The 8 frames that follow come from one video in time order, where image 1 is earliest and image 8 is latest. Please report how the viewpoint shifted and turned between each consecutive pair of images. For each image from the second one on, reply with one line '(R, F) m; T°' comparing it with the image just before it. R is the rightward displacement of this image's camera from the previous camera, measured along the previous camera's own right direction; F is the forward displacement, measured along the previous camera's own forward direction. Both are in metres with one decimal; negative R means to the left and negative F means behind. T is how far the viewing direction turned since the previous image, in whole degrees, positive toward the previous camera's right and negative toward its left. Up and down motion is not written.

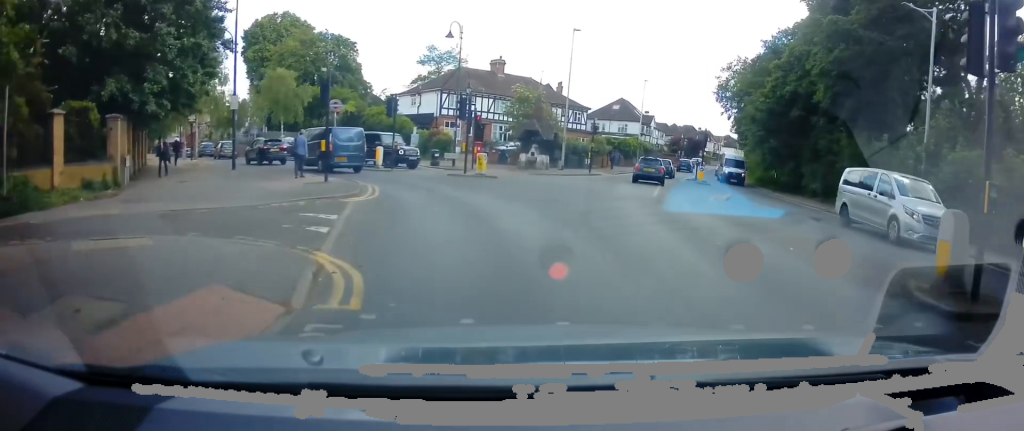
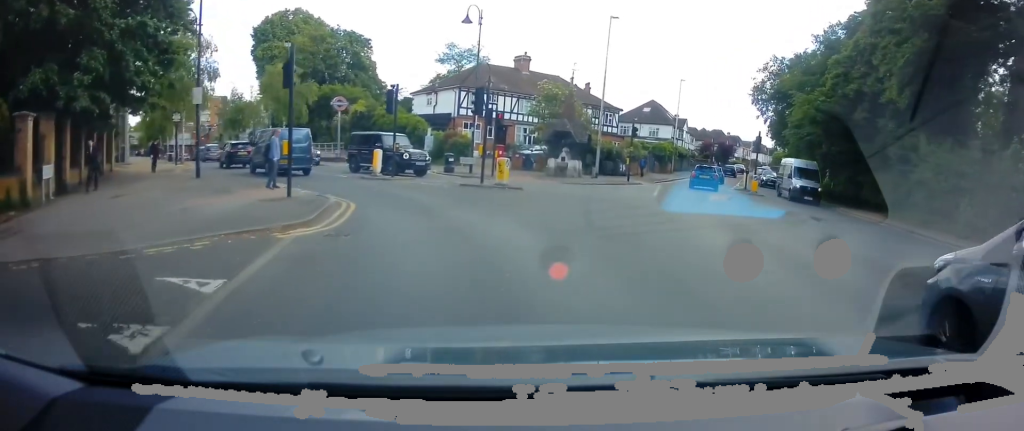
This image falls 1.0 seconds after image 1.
(0.0, +5.4) m; -2°
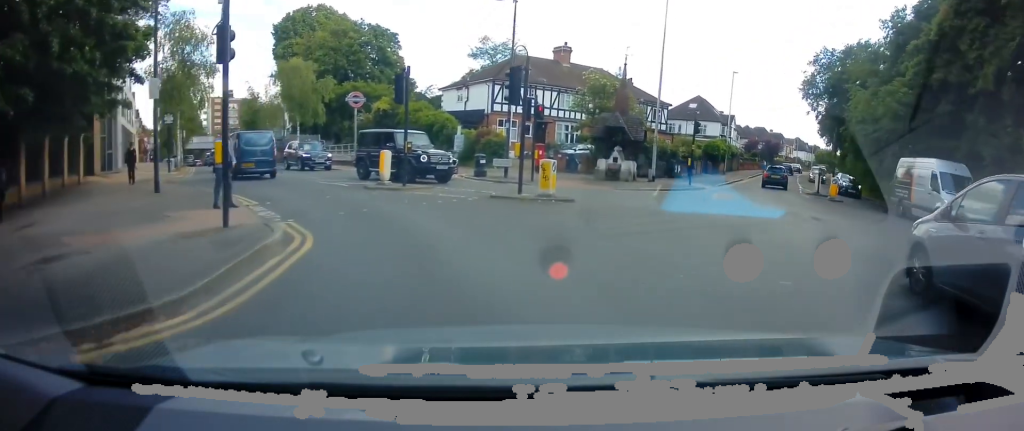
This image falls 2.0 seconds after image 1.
(-0.2, +5.2) m; -7°
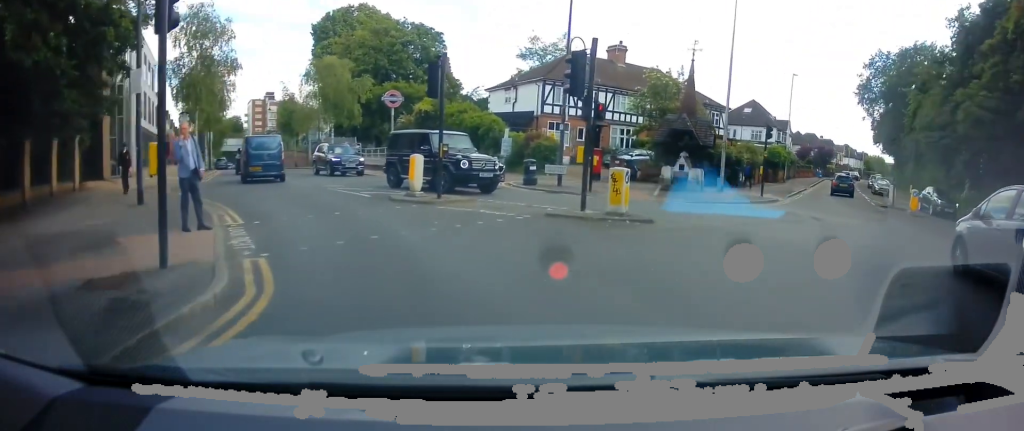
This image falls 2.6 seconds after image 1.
(-0.2, +3.3) m; -6°
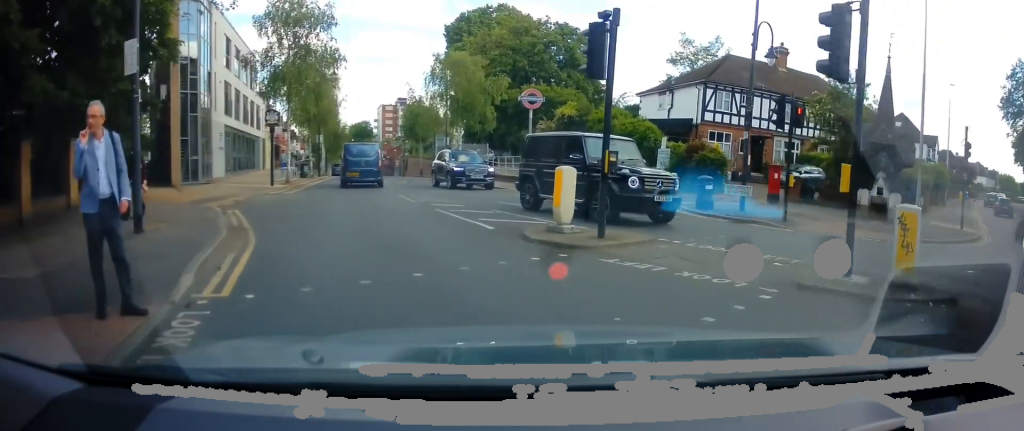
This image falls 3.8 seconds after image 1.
(-0.5, +5.6) m; -12°
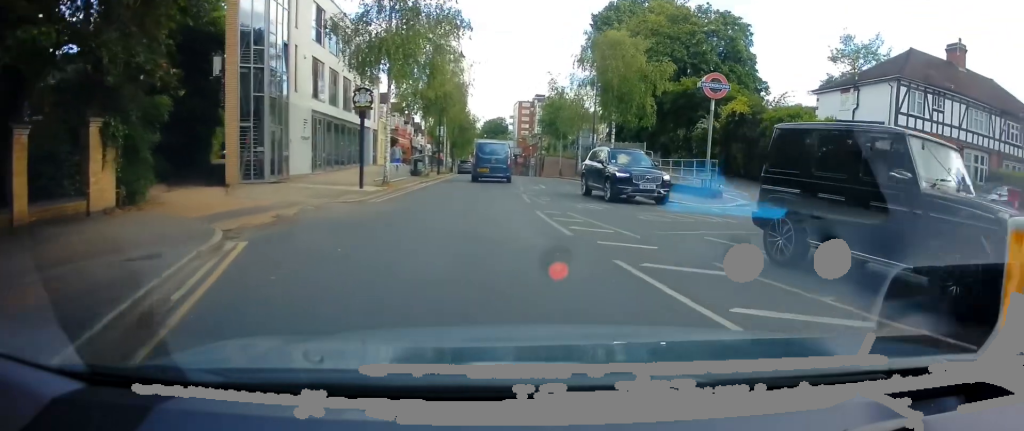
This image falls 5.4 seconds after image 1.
(-1.1, +7.0) m; -15°
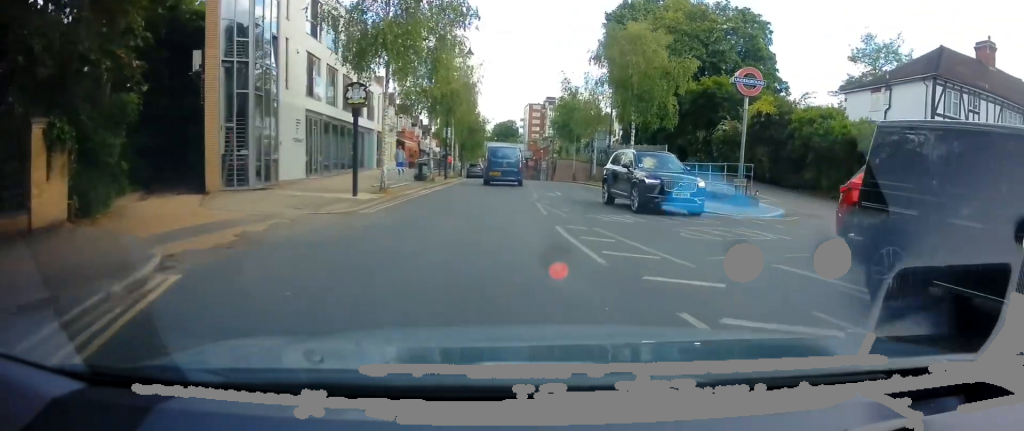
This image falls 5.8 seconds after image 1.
(-0.1, +2.3) m; +1°
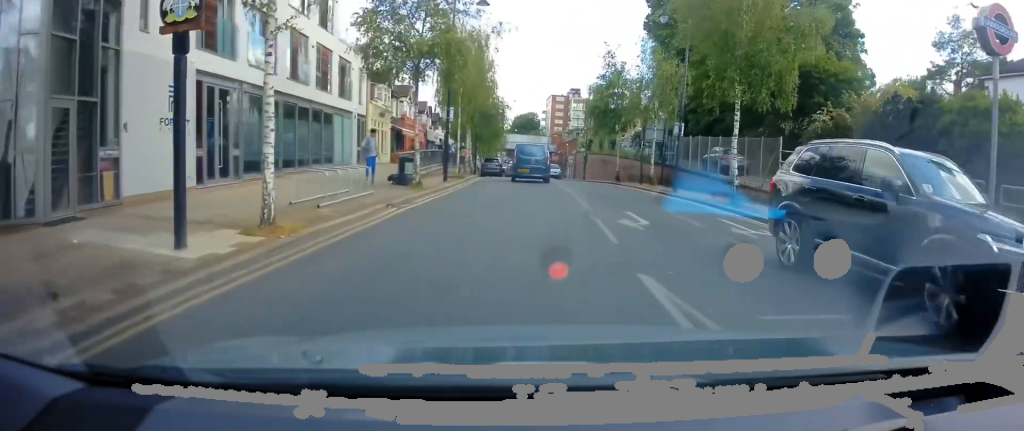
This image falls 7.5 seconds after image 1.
(+0.2, +10.6) m; 0°
